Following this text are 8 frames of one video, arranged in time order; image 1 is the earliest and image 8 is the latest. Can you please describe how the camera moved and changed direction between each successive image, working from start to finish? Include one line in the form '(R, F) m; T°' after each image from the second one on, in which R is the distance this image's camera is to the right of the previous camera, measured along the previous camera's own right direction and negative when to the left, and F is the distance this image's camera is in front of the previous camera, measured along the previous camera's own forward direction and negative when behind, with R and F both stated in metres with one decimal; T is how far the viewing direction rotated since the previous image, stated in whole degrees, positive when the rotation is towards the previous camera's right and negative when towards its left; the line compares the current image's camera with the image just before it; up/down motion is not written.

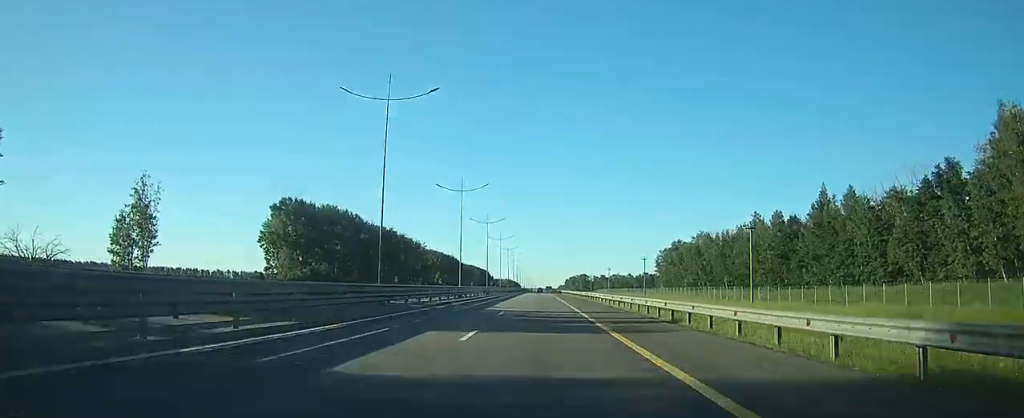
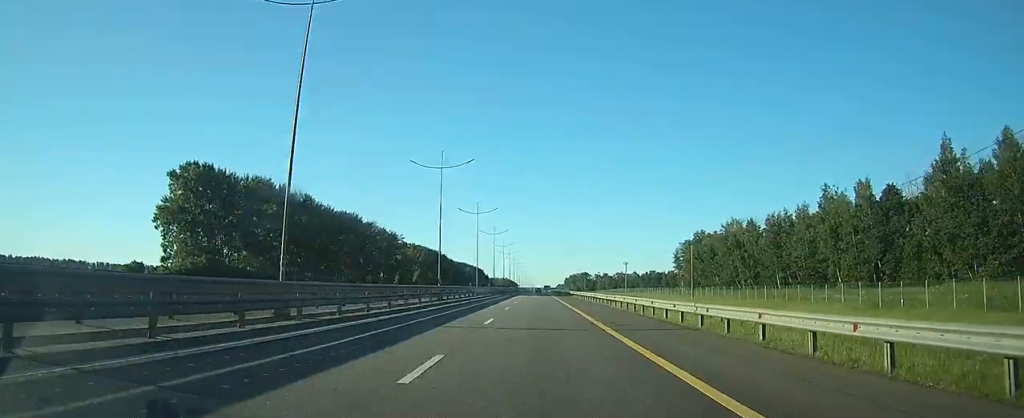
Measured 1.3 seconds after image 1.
(0.0, +41.6) m; 0°
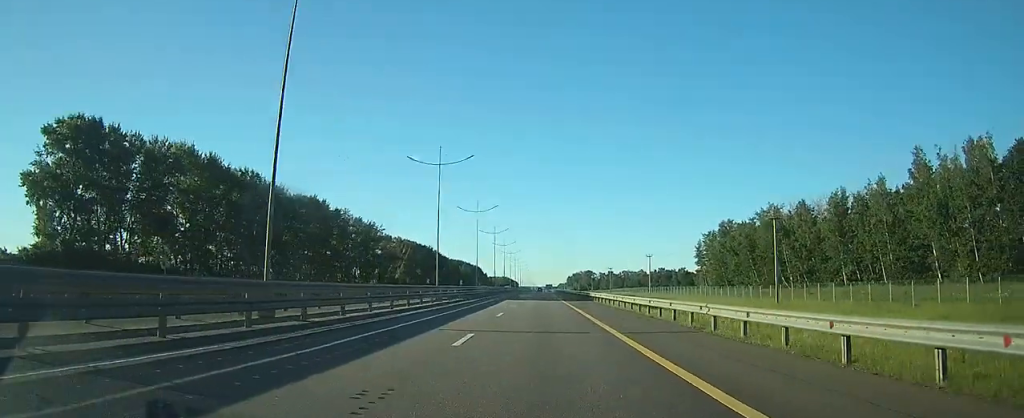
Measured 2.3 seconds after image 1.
(+0.1, +31.1) m; 0°
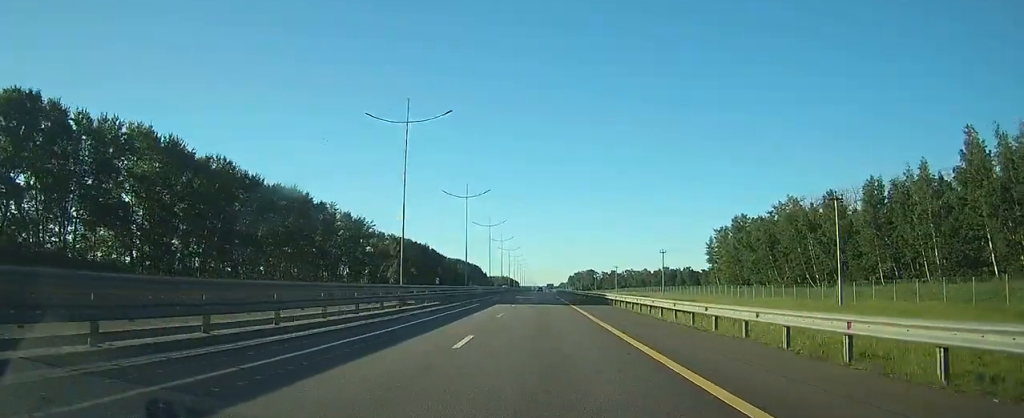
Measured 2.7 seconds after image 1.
(0.0, +12.4) m; 0°
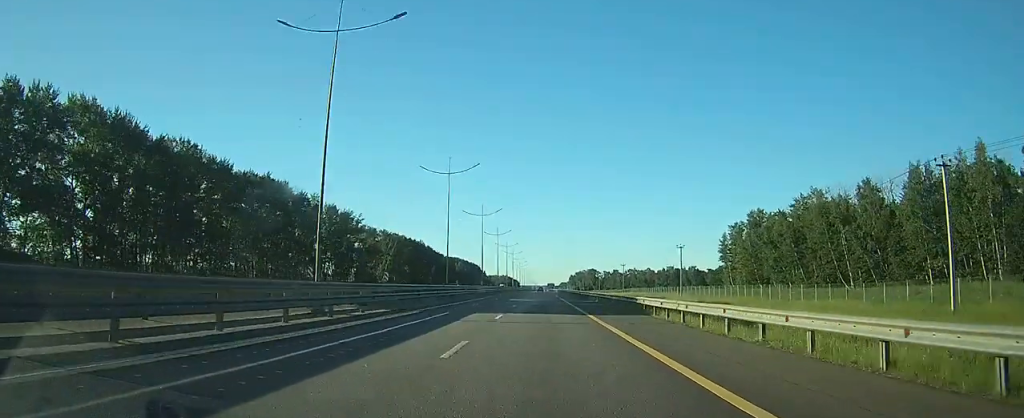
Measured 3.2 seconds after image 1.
(0.0, +13.5) m; 0°
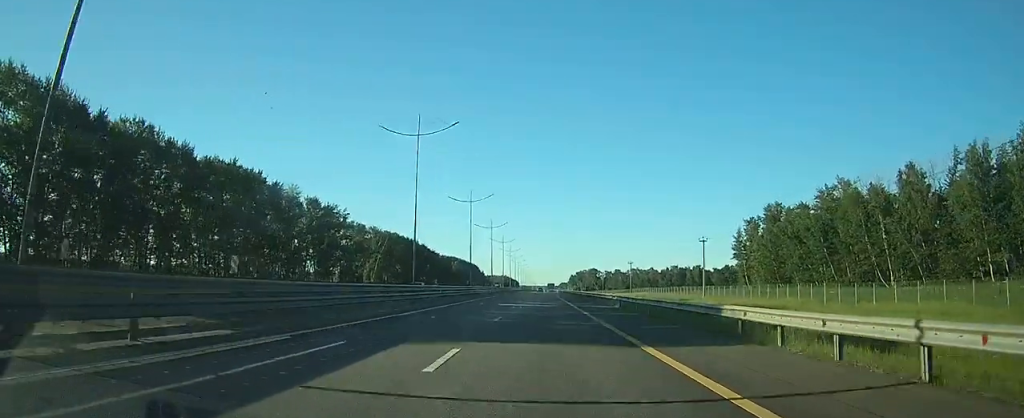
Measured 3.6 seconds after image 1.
(-0.1, +13.5) m; 0°
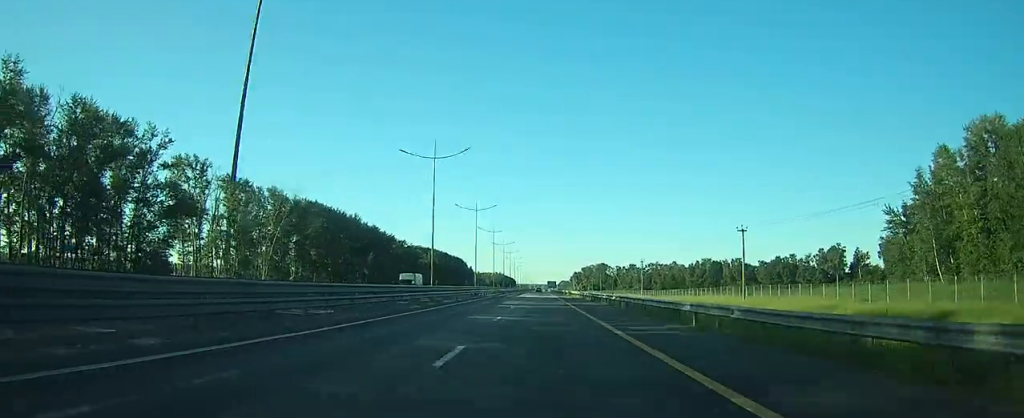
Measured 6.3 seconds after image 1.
(-0.2, +83.0) m; 0°
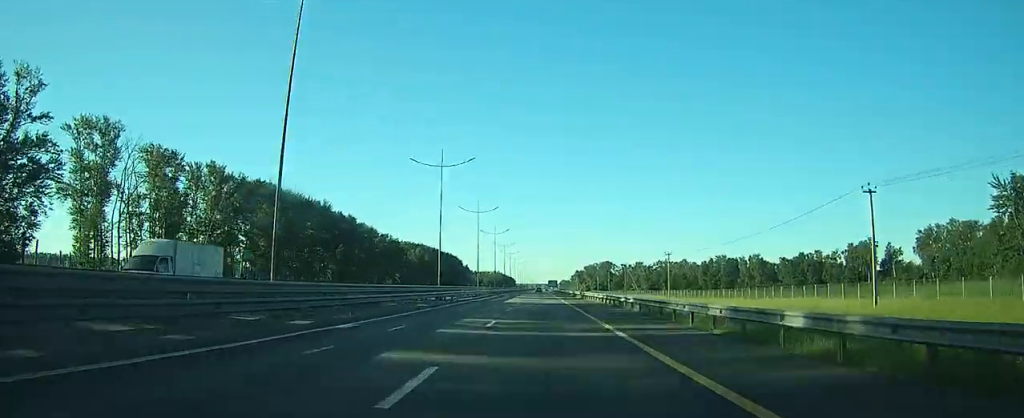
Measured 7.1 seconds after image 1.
(0.0, +27.0) m; 0°
